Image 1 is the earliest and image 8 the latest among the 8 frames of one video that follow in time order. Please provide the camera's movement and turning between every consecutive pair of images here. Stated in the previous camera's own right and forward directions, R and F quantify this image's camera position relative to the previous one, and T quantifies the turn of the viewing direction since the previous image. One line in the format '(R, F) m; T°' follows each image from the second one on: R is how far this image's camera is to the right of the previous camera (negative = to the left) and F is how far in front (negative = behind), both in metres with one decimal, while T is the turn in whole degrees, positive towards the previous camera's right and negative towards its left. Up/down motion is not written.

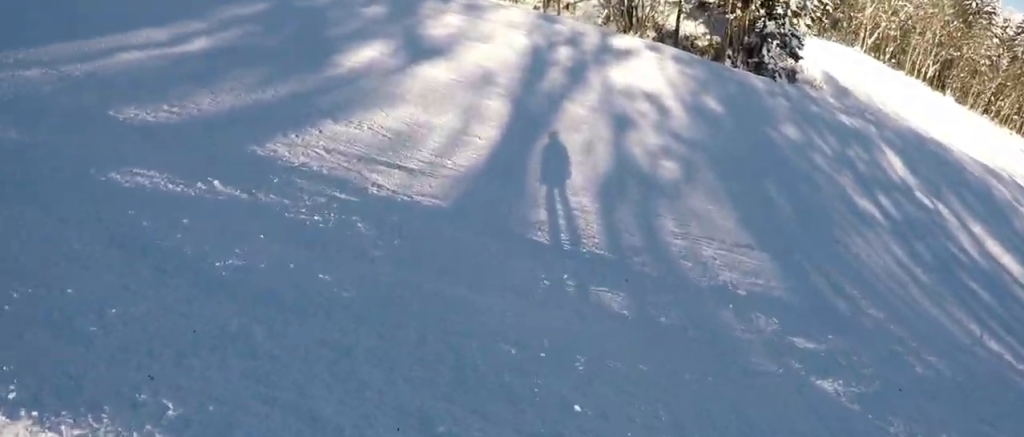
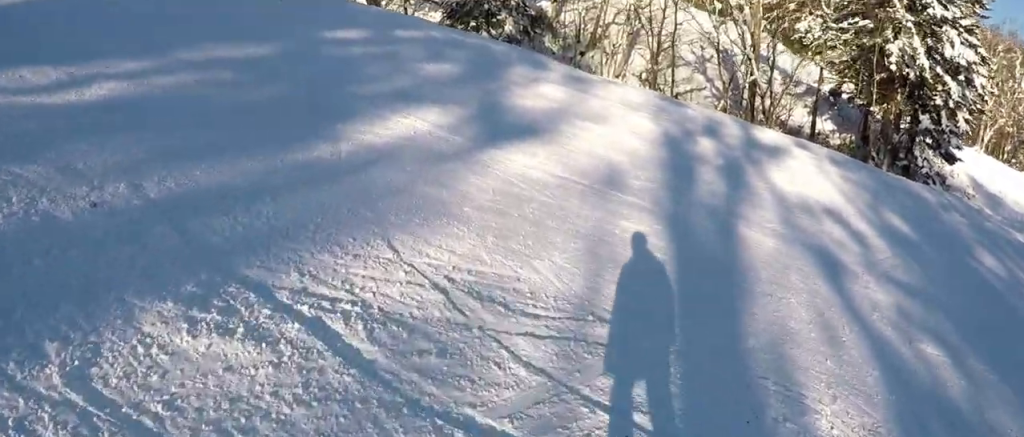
(-0.2, +5.8) m; -6°
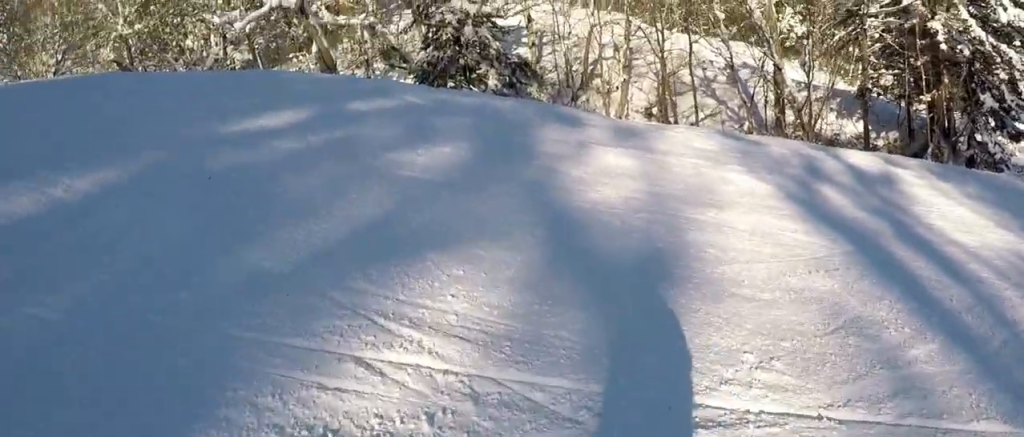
(-0.4, +5.0) m; +6°
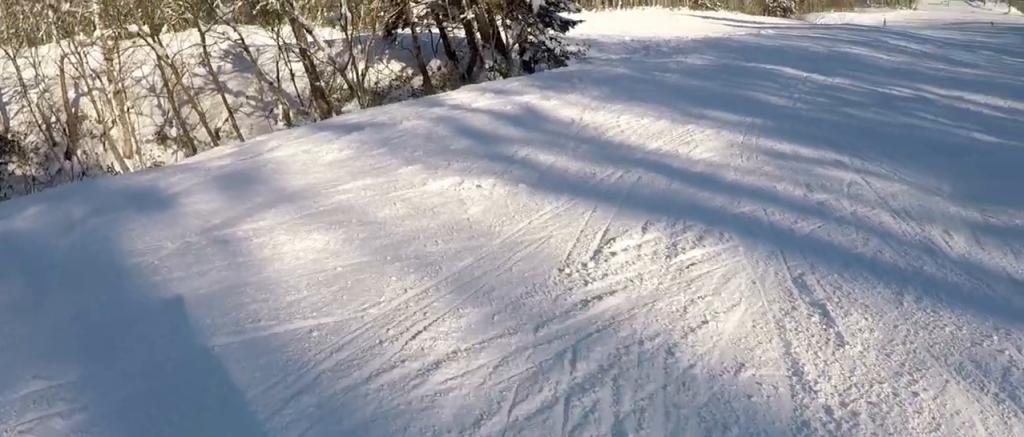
(+1.1, +5.2) m; +28°
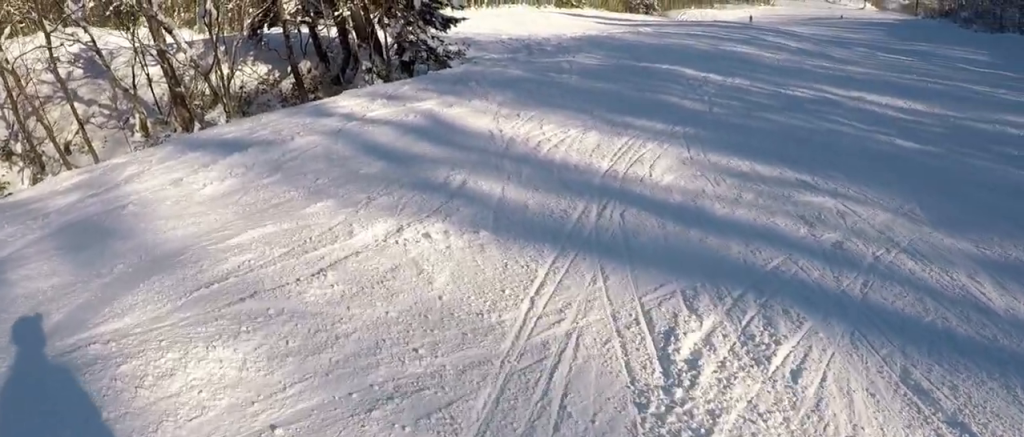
(+0.1, +3.1) m; +23°
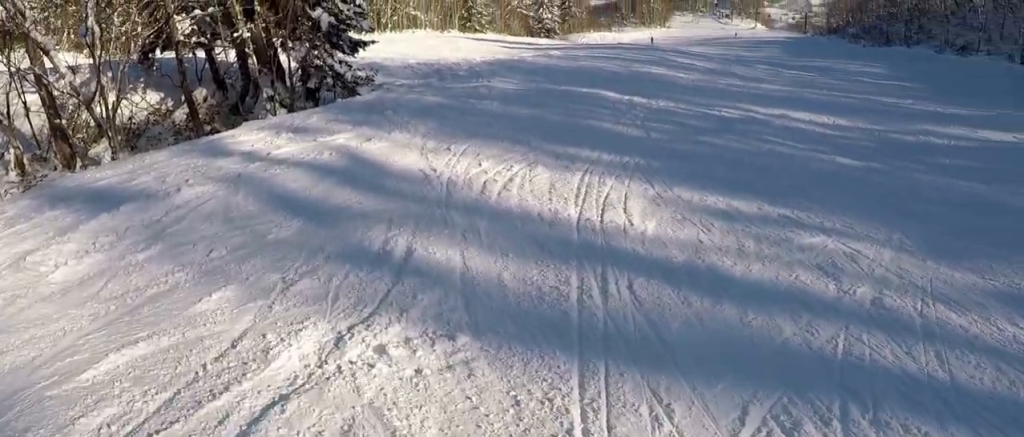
(+1.0, +2.5) m; +13°
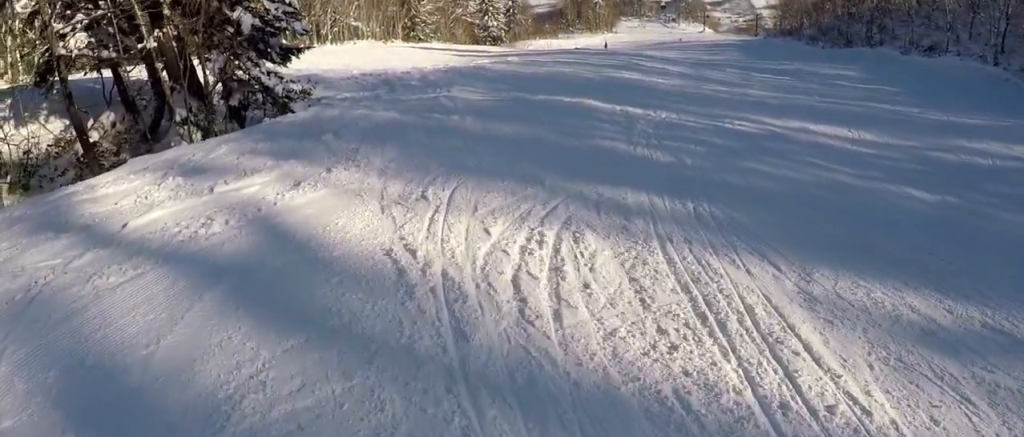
(+0.7, +4.9) m; +10°
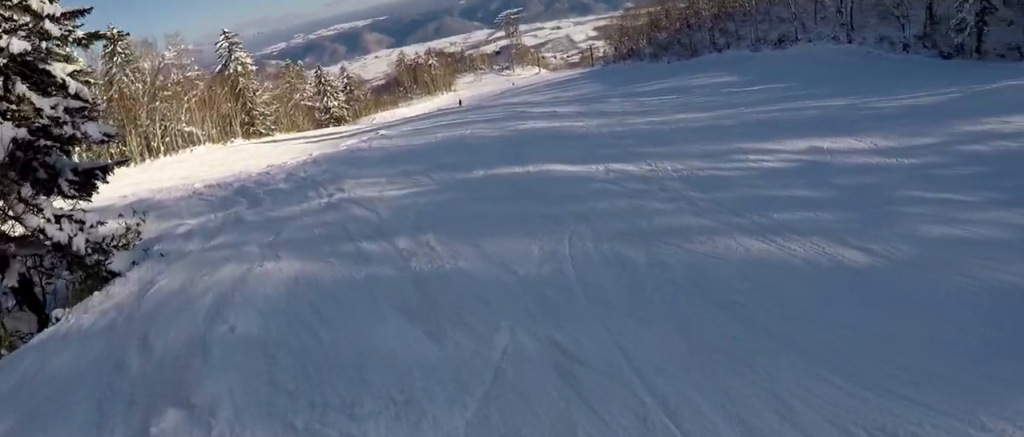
(+0.3, +8.3) m; +13°
